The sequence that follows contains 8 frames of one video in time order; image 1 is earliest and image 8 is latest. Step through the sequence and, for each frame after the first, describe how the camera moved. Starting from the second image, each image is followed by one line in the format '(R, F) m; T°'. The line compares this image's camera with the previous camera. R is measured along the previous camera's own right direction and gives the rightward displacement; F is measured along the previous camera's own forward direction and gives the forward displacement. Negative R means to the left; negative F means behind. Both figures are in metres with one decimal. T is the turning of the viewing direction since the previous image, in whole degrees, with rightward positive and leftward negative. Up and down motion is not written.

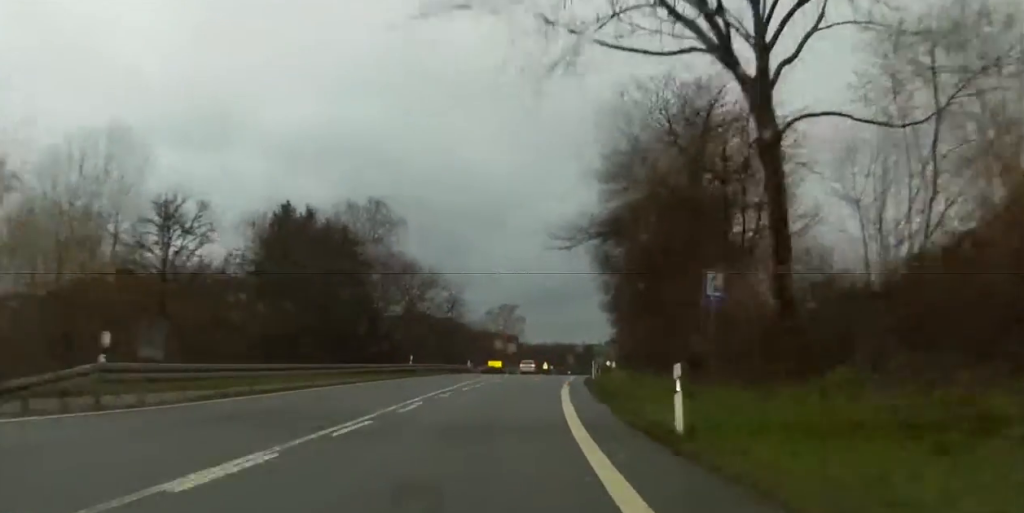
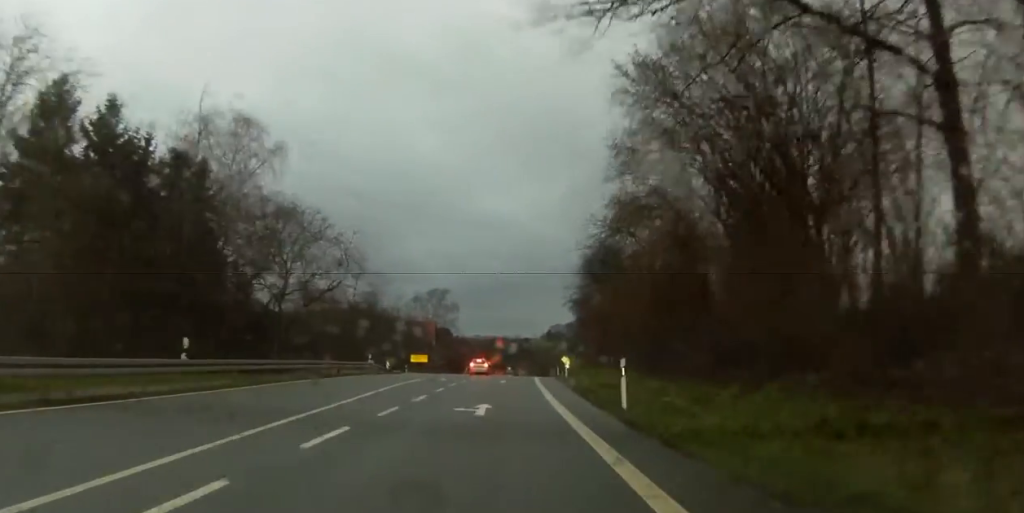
(+1.4, +30.3) m; +7°
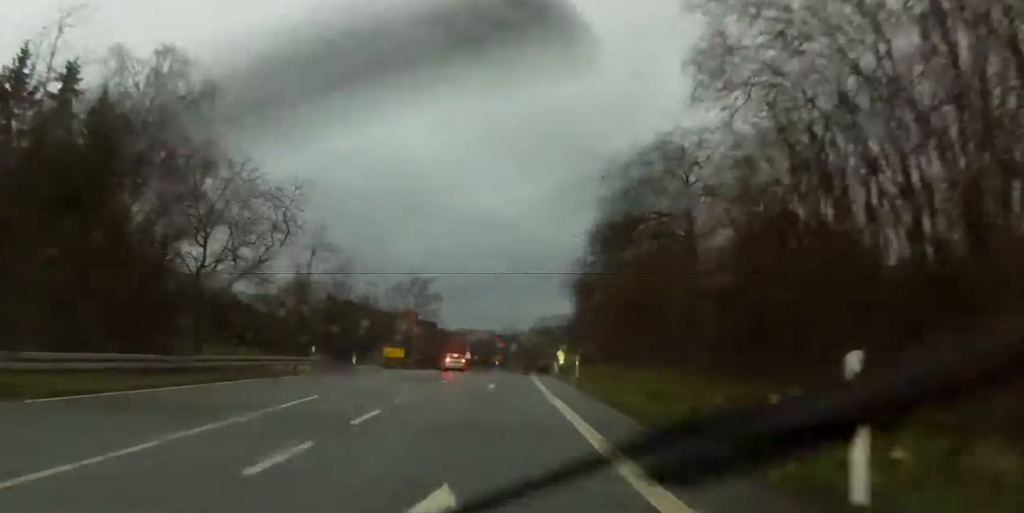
(+1.1, +15.0) m; +2°
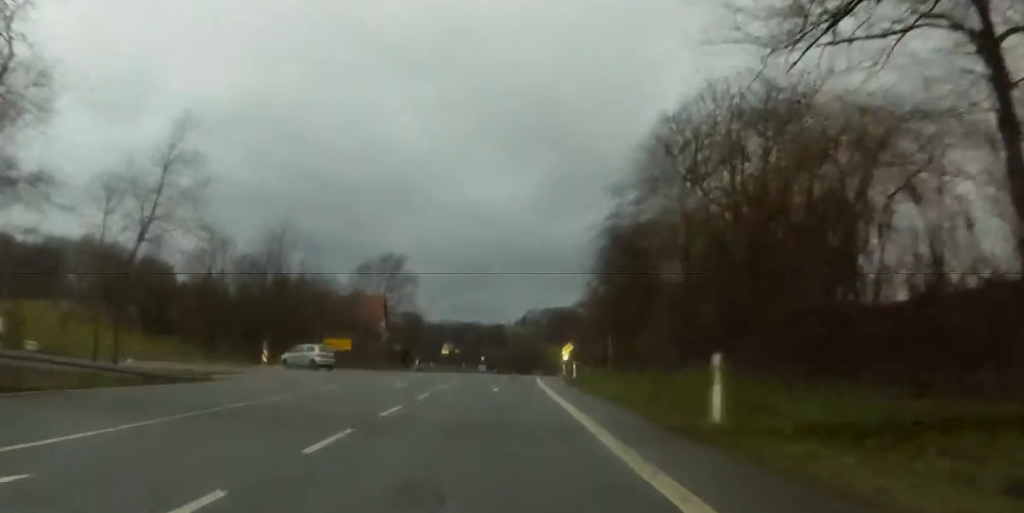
(+0.4, +27.4) m; +1°
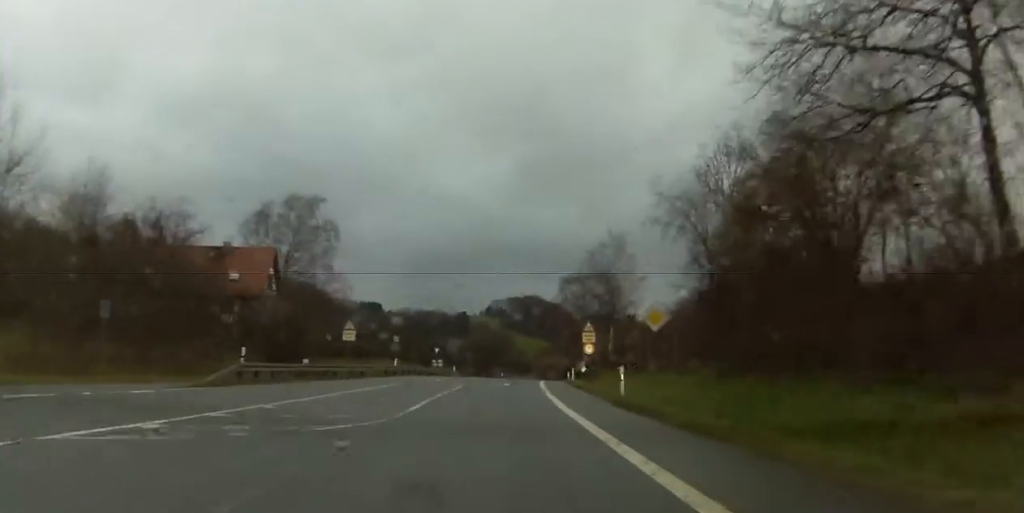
(-0.3, +49.1) m; 0°
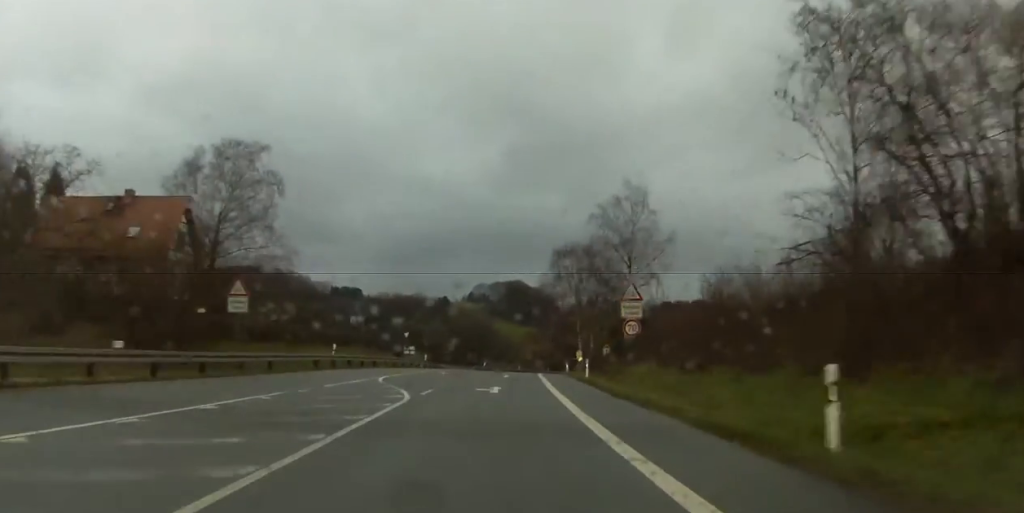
(+0.1, +19.8) m; -1°
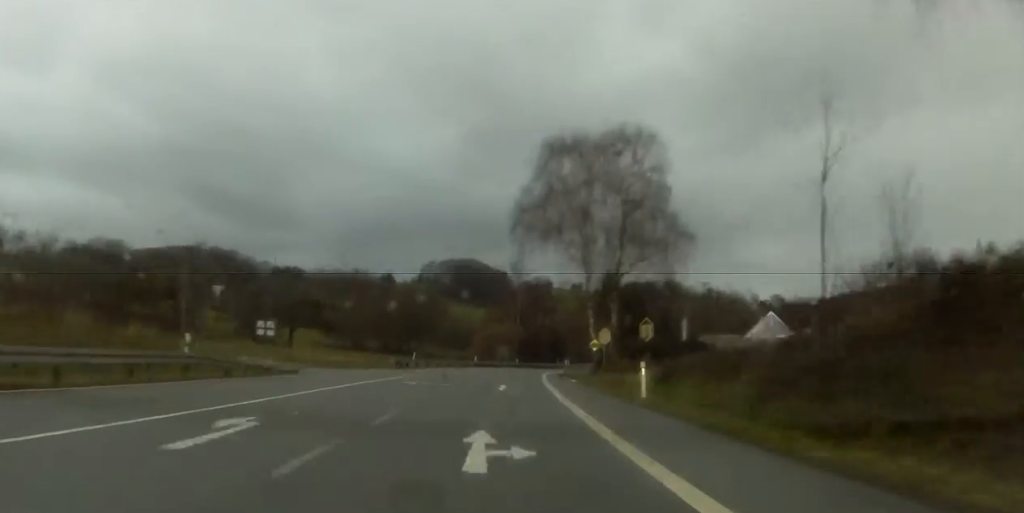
(+1.0, +56.2) m; +6°
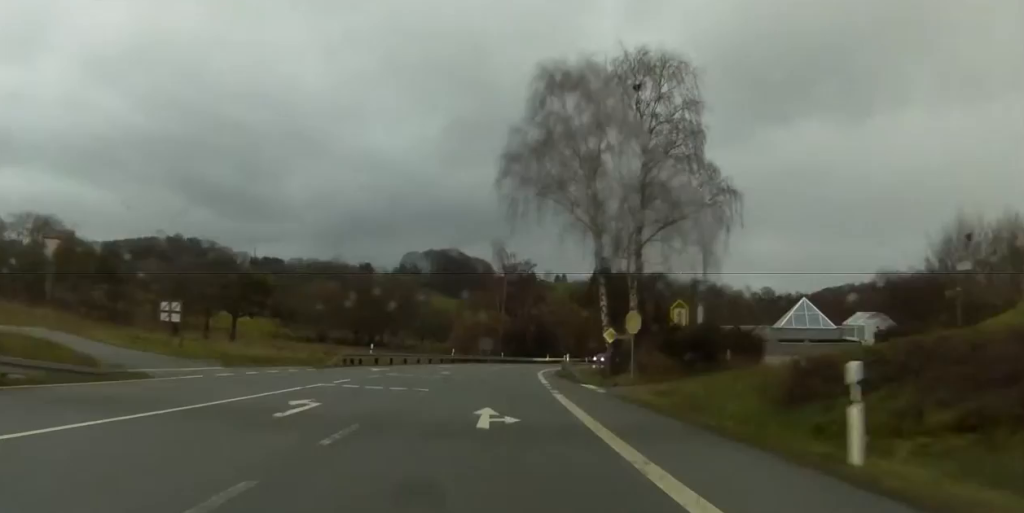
(+0.6, +15.7) m; +4°
